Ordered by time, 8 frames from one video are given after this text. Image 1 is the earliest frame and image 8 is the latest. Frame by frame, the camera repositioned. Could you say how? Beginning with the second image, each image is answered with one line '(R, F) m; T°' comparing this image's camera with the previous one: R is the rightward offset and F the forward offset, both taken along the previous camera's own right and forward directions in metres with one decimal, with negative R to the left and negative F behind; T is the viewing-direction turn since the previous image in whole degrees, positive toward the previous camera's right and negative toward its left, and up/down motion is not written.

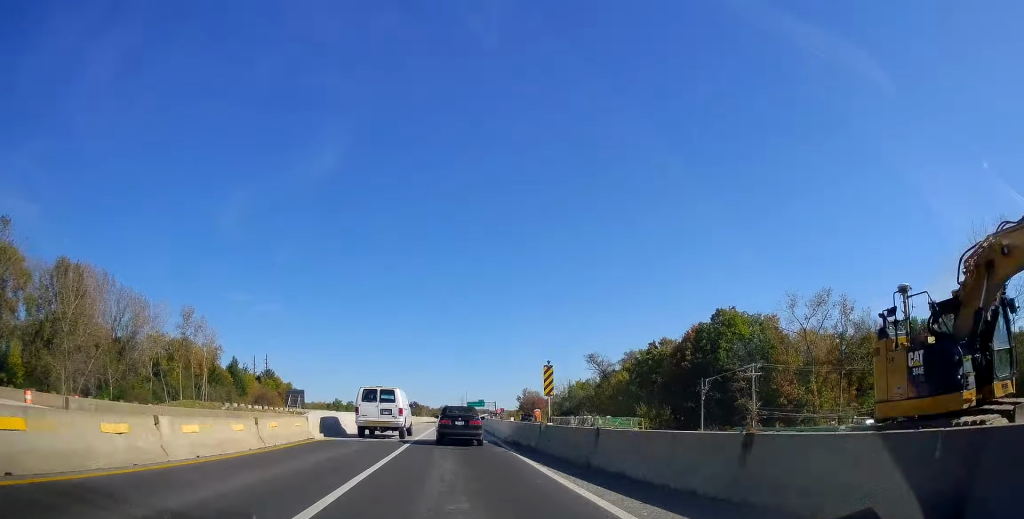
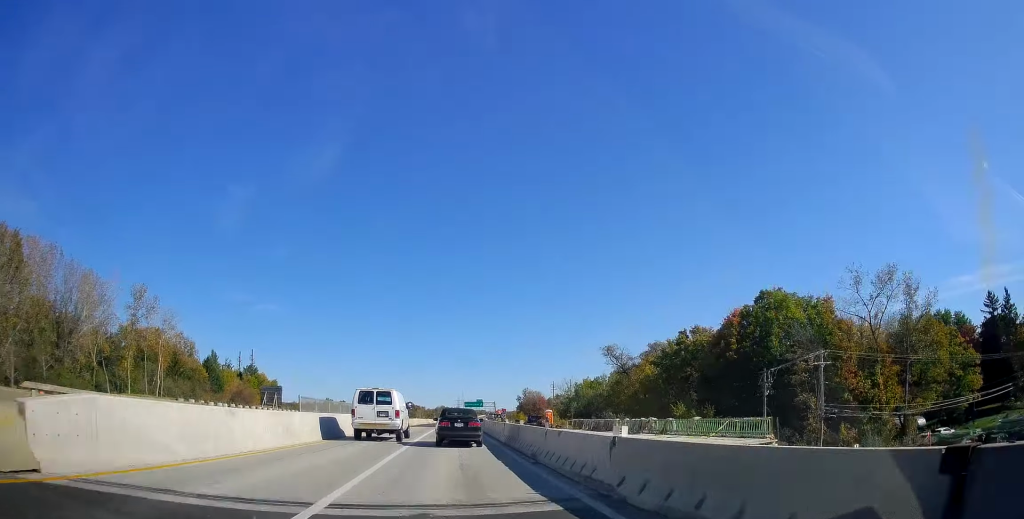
(+0.2, +16.3) m; +1°
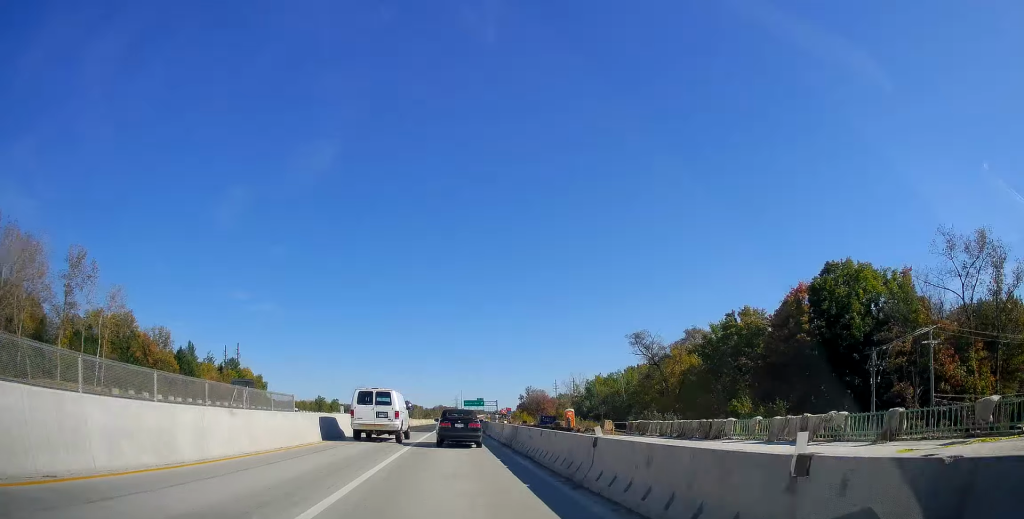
(+0.2, +17.2) m; +1°
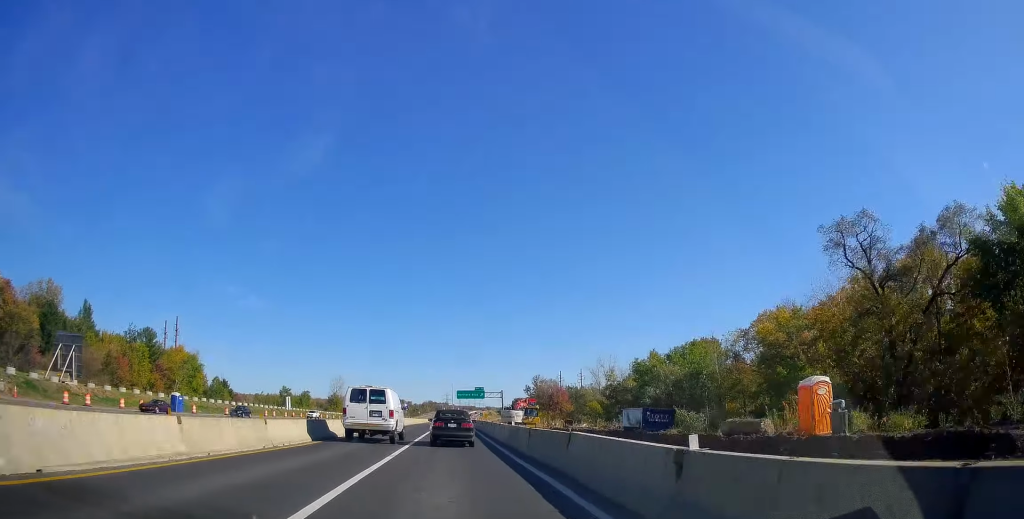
(+0.5, +51.3) m; +1°
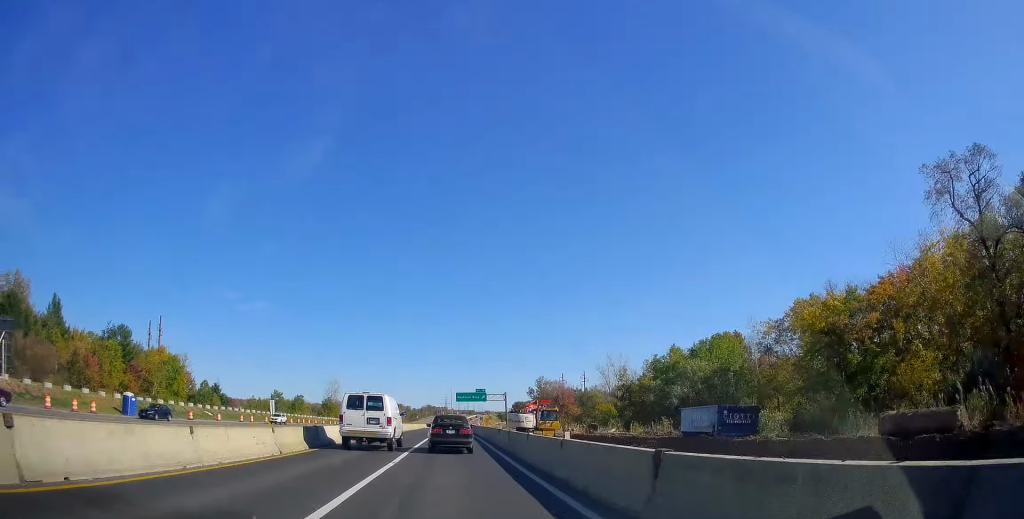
(+0.2, +11.1) m; 0°
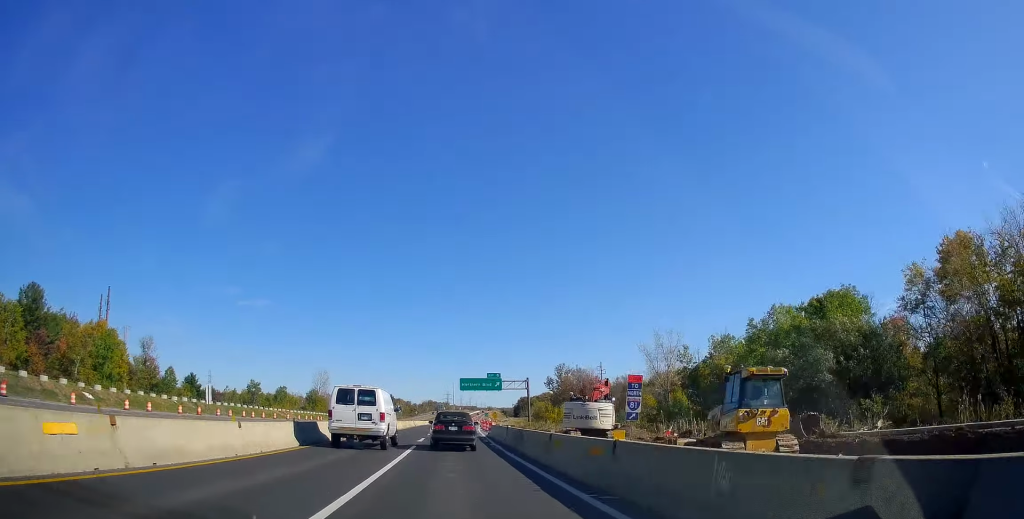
(-0.5, +32.9) m; 0°
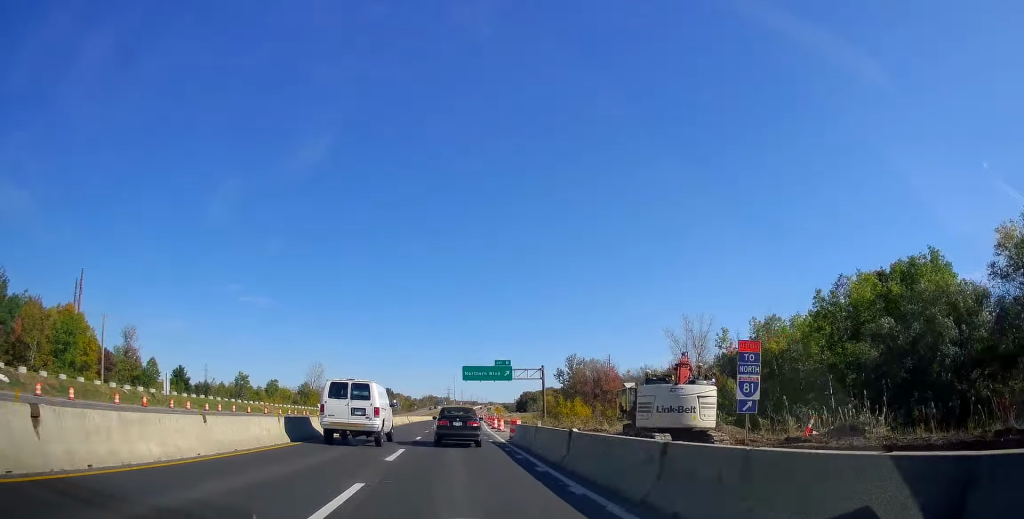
(+0.2, +14.1) m; 0°
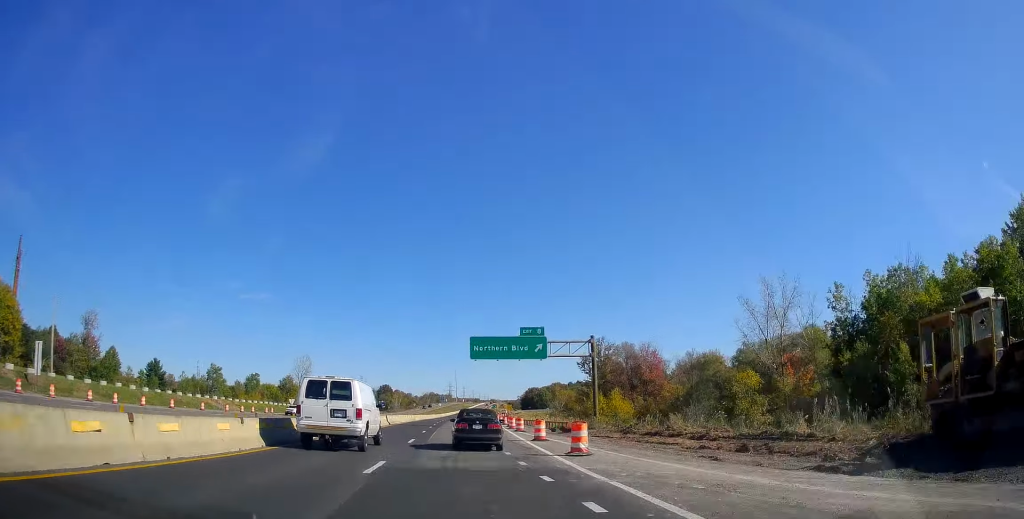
(+0.1, +26.8) m; 0°
